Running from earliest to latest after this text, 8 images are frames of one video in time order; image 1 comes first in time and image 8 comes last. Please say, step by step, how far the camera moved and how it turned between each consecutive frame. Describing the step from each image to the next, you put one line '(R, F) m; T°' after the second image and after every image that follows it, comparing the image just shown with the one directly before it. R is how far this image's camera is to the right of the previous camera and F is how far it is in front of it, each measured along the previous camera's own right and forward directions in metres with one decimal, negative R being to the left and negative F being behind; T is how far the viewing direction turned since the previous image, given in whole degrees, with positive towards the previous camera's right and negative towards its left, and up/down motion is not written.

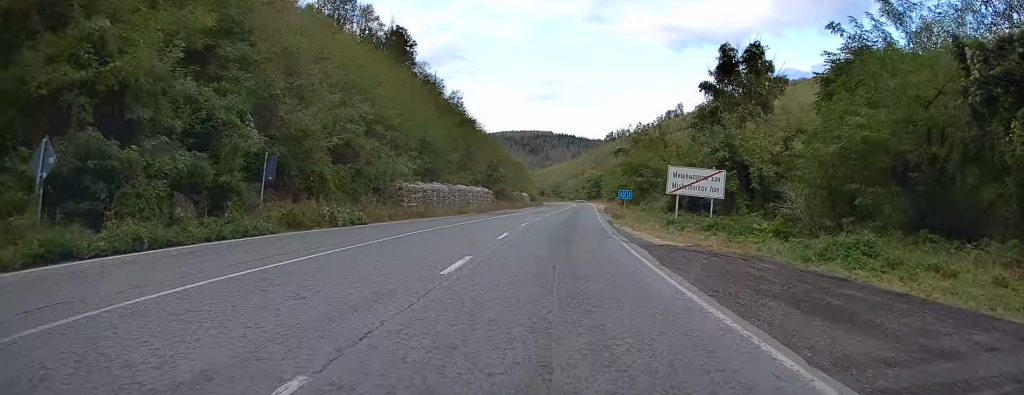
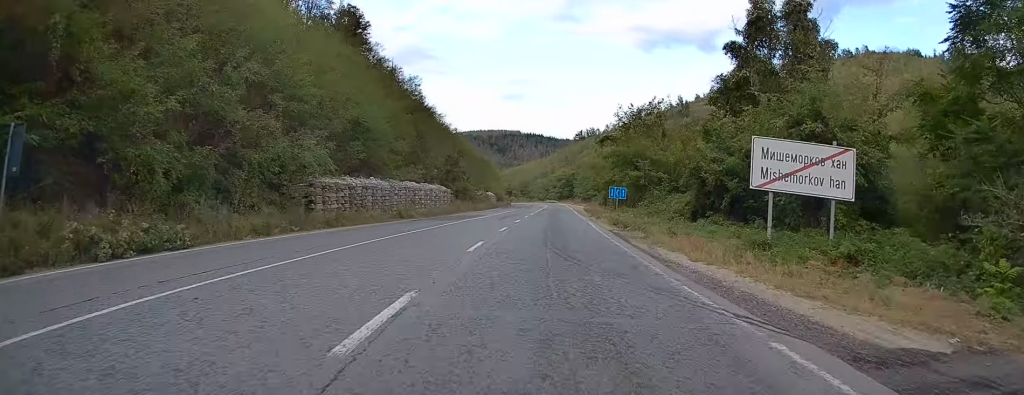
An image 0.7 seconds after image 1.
(+0.4, +13.8) m; +3°
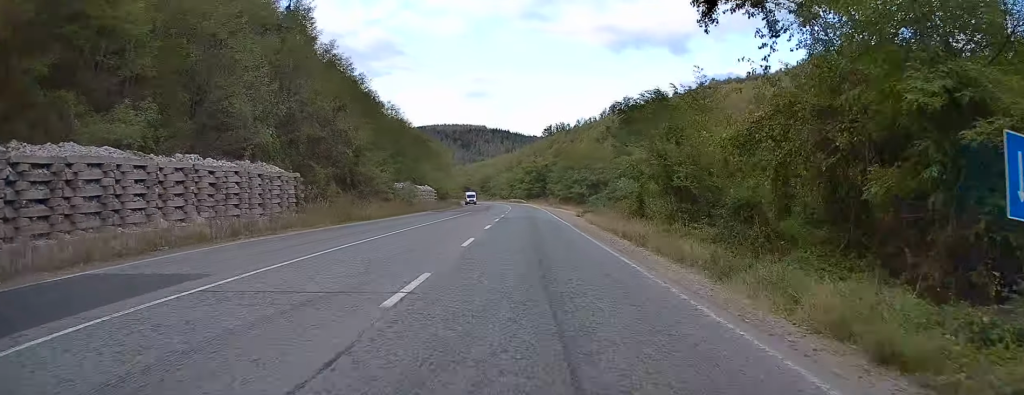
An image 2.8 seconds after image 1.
(+2.6, +43.0) m; +6°
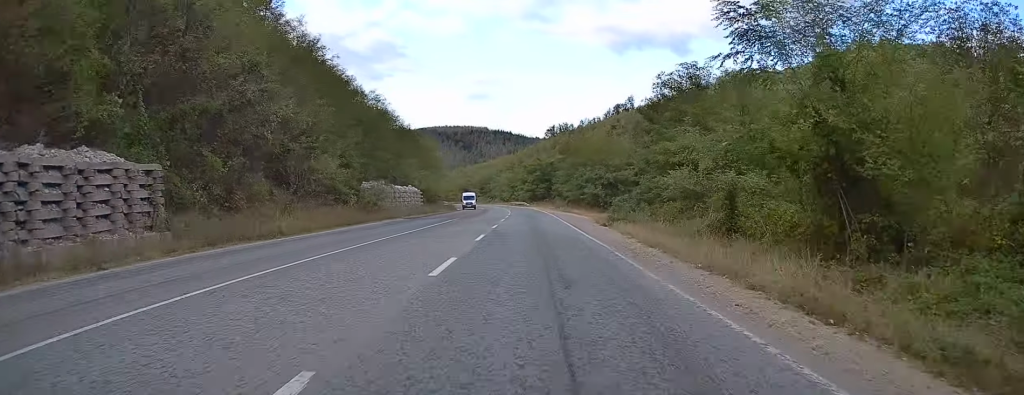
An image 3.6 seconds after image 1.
(+0.3, +14.9) m; 0°
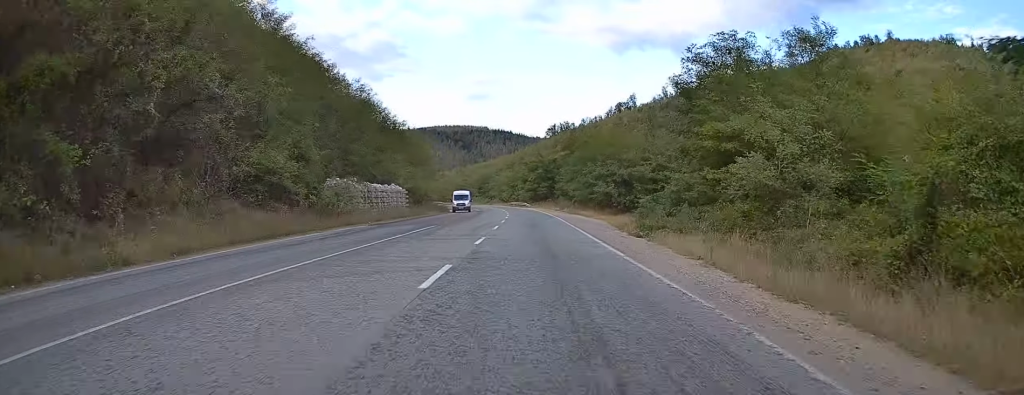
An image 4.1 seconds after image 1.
(0.0, +10.1) m; 0°
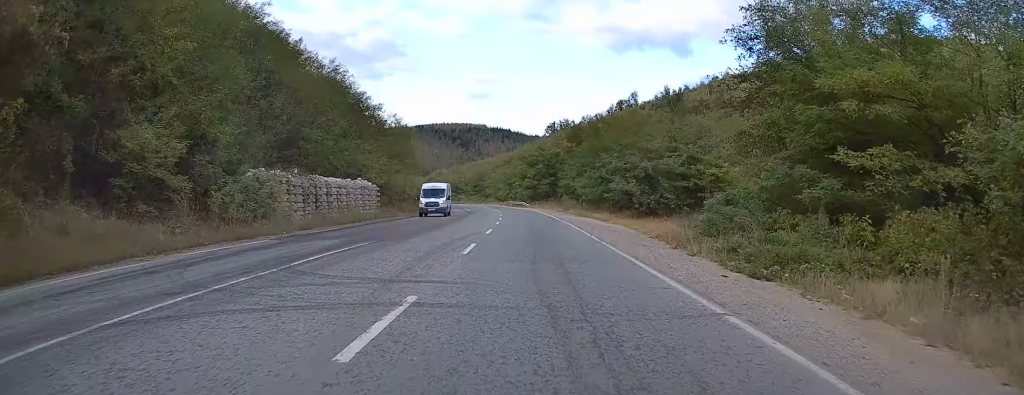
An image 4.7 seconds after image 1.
(-0.1, +12.8) m; -1°
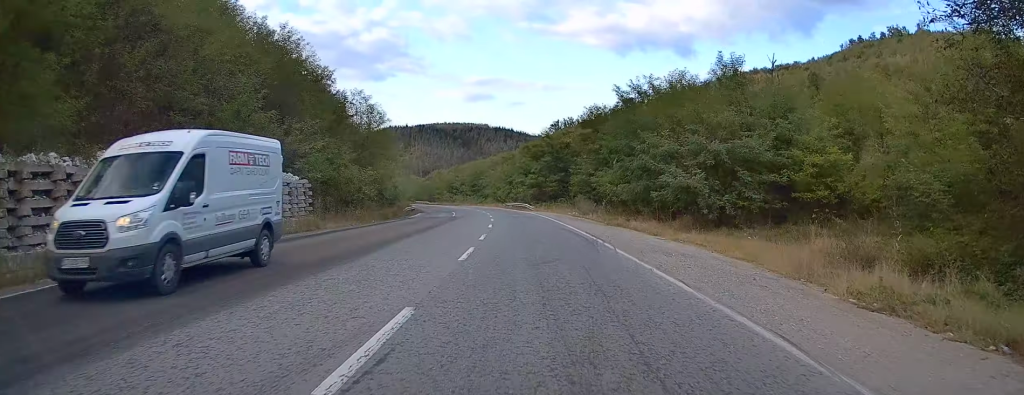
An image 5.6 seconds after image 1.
(-0.1, +18.3) m; -1°
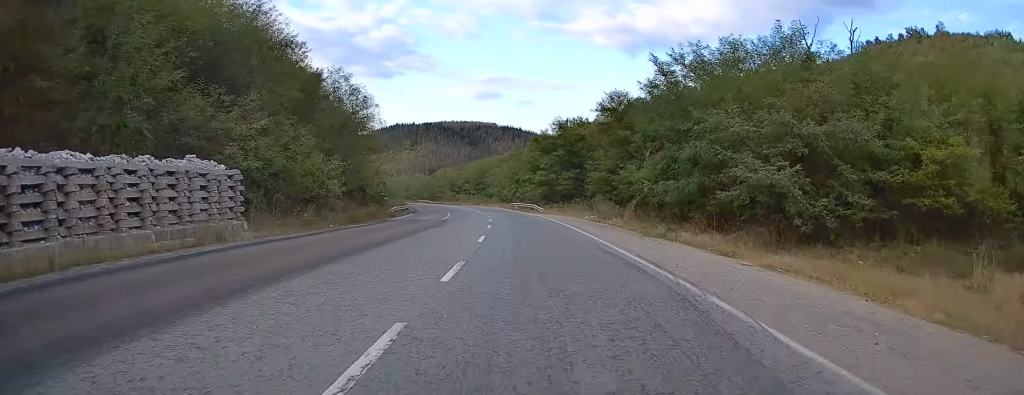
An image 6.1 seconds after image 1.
(-0.1, +10.3) m; -1°
